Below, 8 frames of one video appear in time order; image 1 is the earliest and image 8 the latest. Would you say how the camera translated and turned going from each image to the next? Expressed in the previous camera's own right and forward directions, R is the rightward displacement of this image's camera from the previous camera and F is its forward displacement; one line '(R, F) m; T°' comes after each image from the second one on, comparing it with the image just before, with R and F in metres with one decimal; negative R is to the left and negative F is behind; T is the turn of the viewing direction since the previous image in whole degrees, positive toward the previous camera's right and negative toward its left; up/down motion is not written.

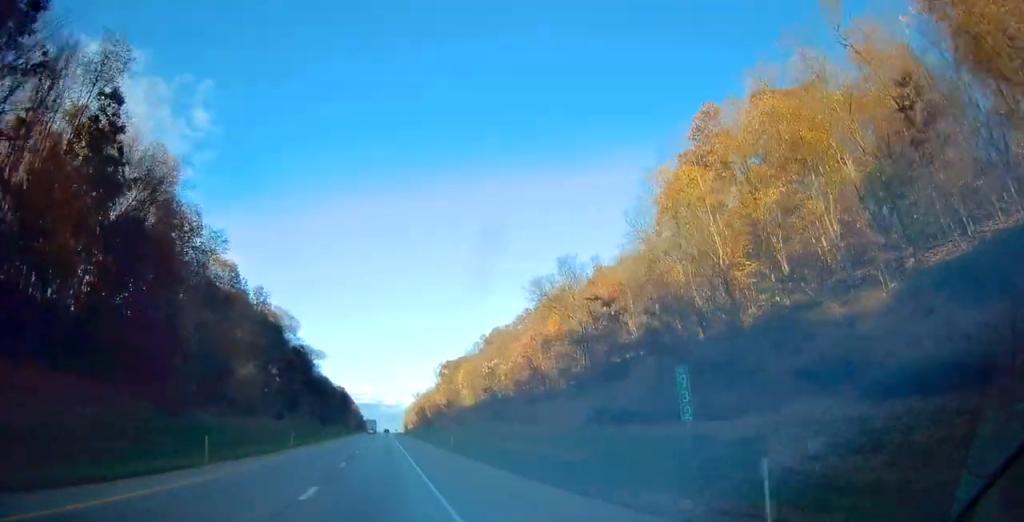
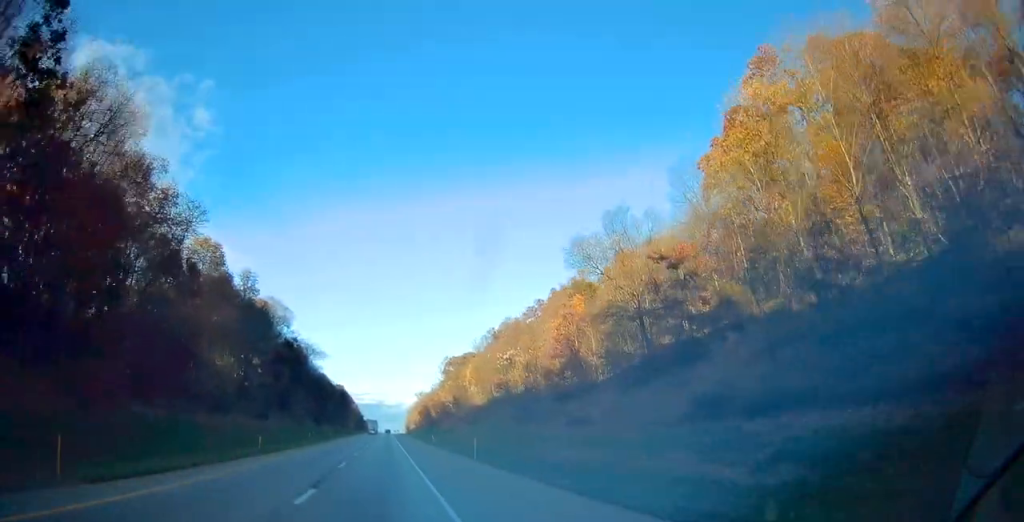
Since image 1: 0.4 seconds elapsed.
(+0.1, +12.9) m; 0°
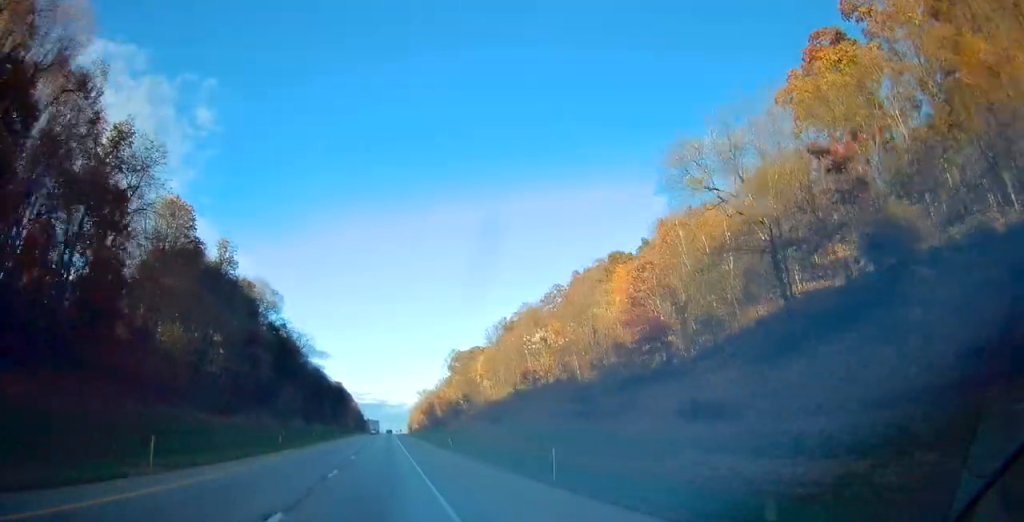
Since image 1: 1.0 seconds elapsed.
(-0.1, +17.9) m; 0°
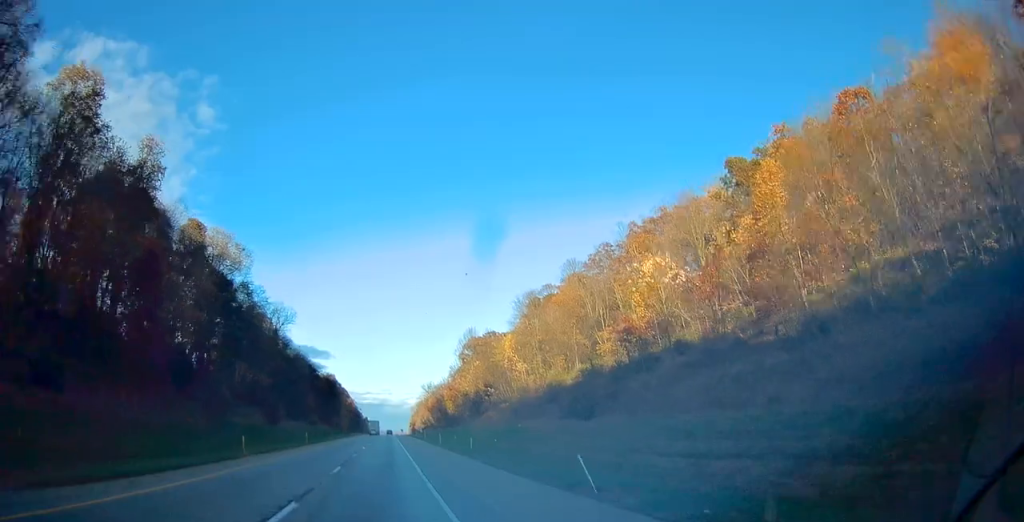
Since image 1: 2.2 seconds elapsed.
(-0.2, +34.9) m; 0°
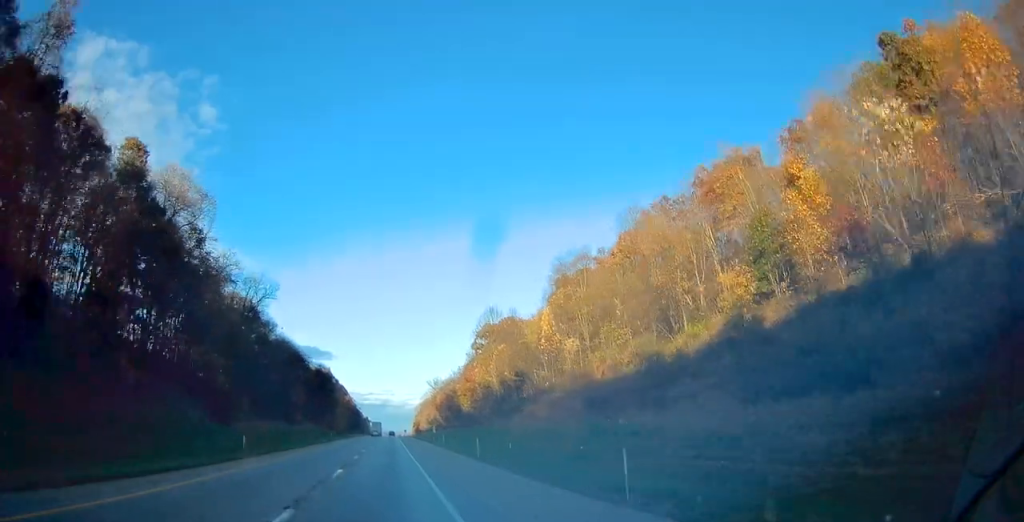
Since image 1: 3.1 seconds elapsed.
(+0.1, +26.1) m; 0°
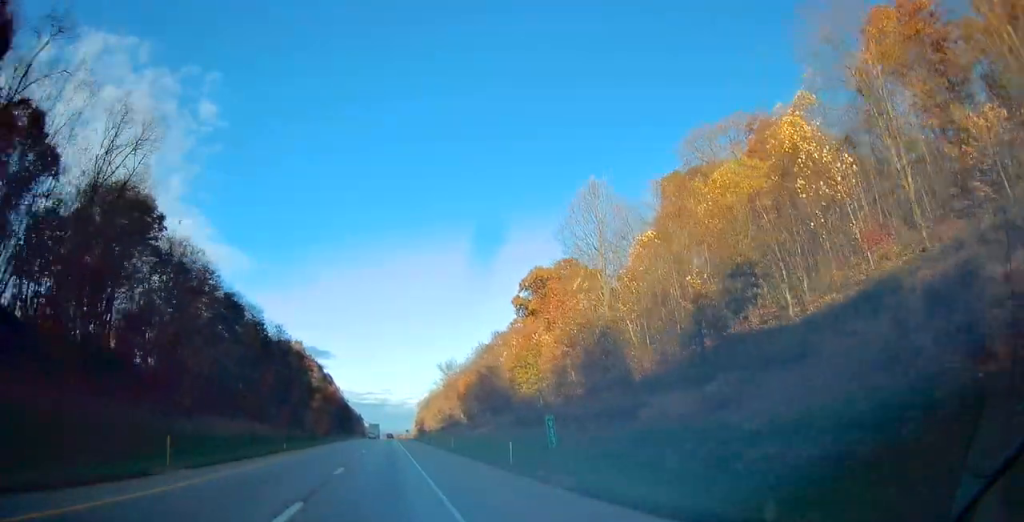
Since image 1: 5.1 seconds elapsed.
(-0.4, +60.1) m; -1°
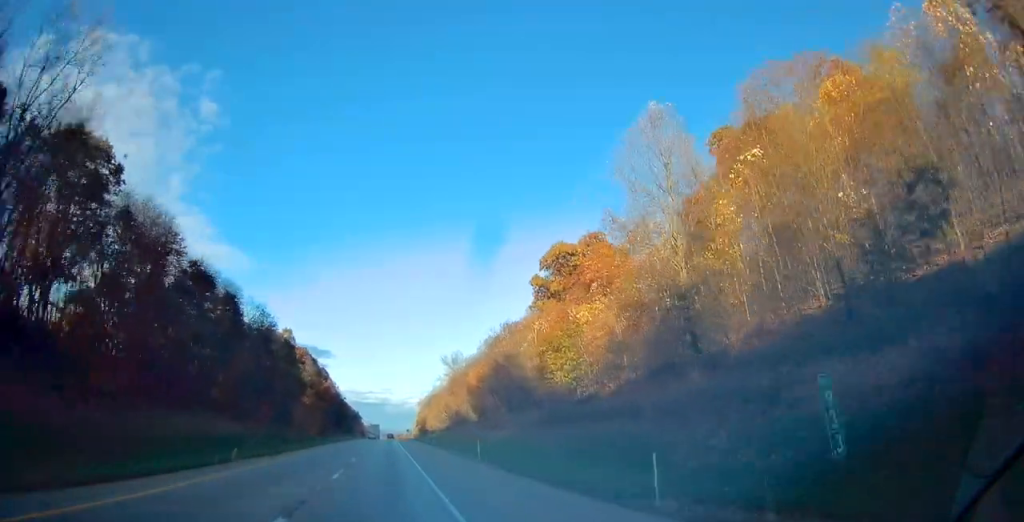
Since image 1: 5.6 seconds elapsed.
(-0.1, +15.0) m; 0°
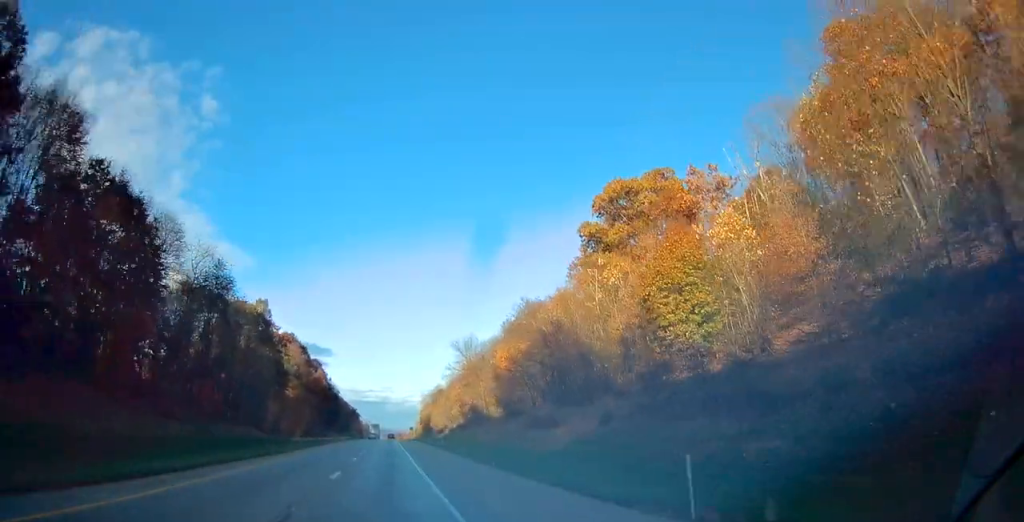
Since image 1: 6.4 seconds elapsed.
(+0.4, +26.2) m; 0°
